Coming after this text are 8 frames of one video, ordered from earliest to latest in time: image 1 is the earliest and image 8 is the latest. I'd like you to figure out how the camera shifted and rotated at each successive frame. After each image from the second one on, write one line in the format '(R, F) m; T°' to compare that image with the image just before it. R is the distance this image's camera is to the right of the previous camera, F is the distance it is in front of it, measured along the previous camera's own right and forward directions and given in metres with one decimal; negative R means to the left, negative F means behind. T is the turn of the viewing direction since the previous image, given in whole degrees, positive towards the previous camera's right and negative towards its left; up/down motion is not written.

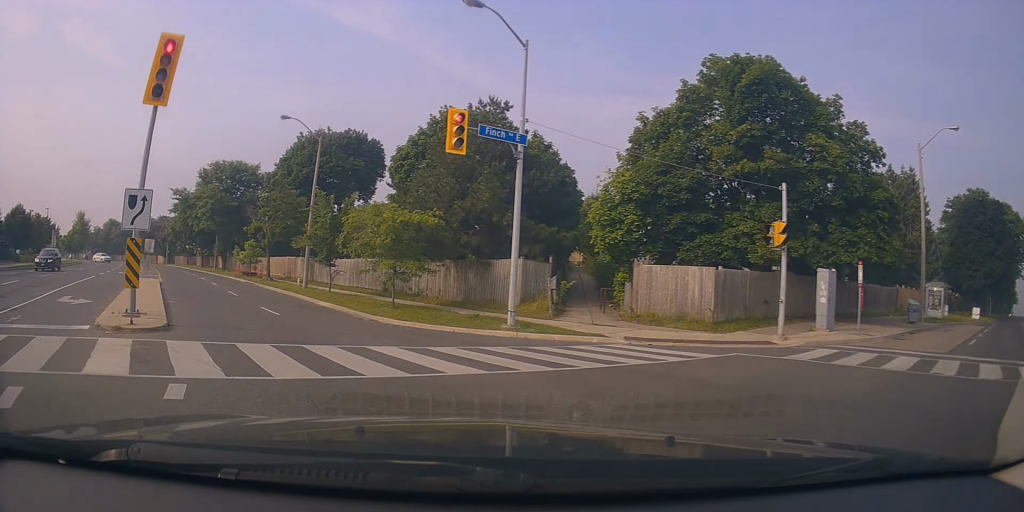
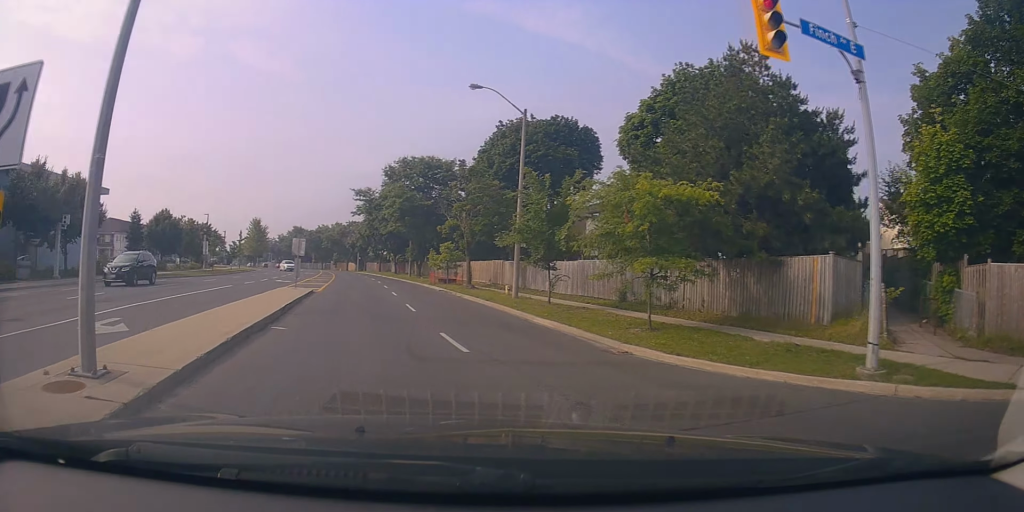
(-1.2, +7.6) m; -17°
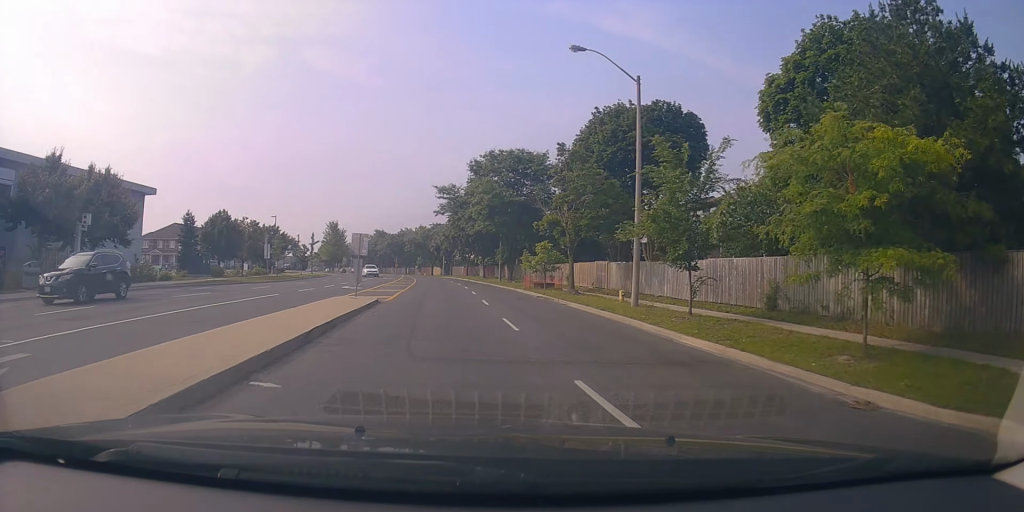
(-0.5, +5.8) m; -7°
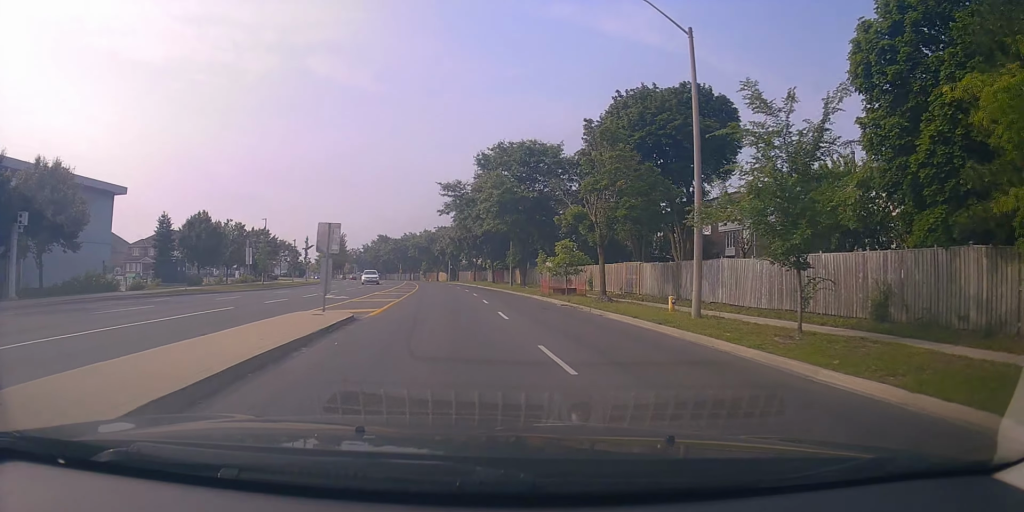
(-0.5, +5.7) m; -2°
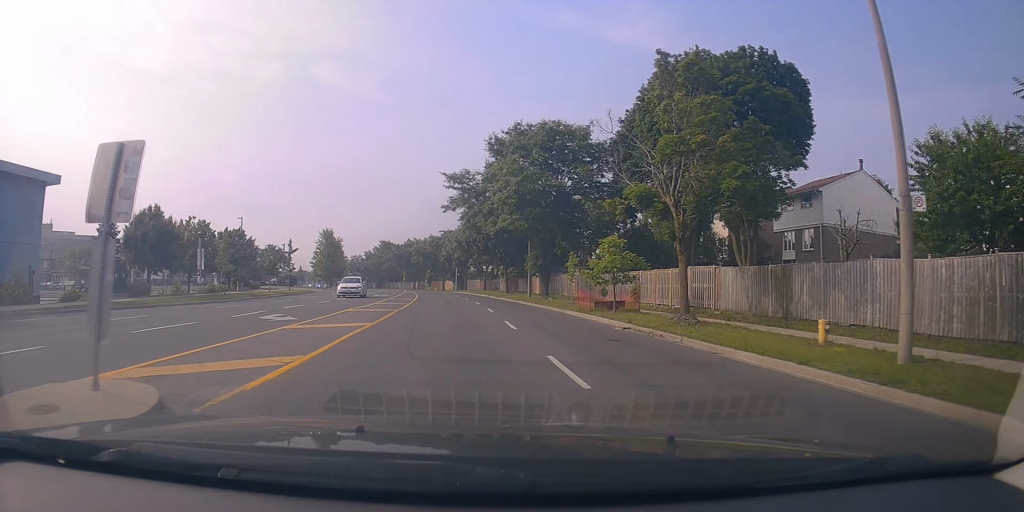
(+0.3, +9.3) m; -1°
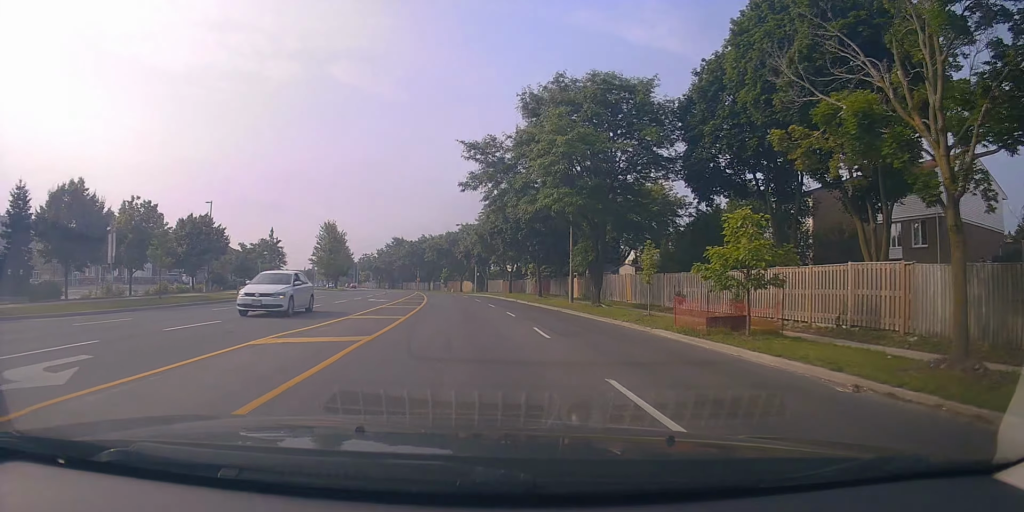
(-0.5, +10.5) m; -3°
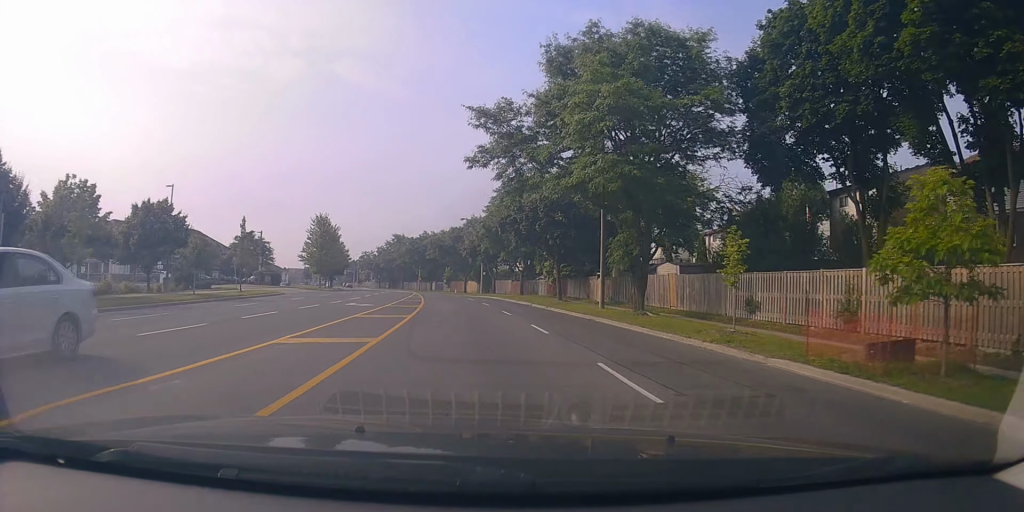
(-0.1, +7.2) m; 0°
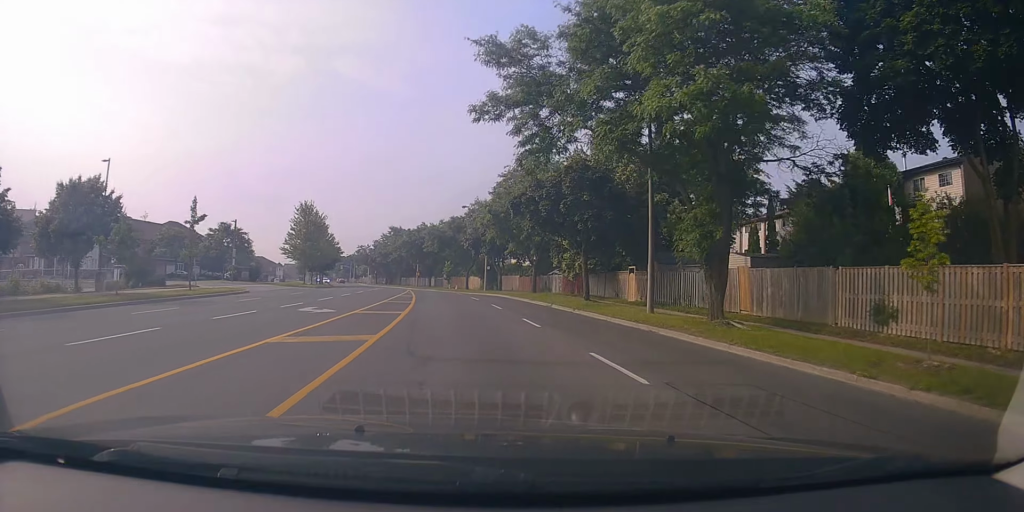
(-0.1, +8.0) m; +1°
